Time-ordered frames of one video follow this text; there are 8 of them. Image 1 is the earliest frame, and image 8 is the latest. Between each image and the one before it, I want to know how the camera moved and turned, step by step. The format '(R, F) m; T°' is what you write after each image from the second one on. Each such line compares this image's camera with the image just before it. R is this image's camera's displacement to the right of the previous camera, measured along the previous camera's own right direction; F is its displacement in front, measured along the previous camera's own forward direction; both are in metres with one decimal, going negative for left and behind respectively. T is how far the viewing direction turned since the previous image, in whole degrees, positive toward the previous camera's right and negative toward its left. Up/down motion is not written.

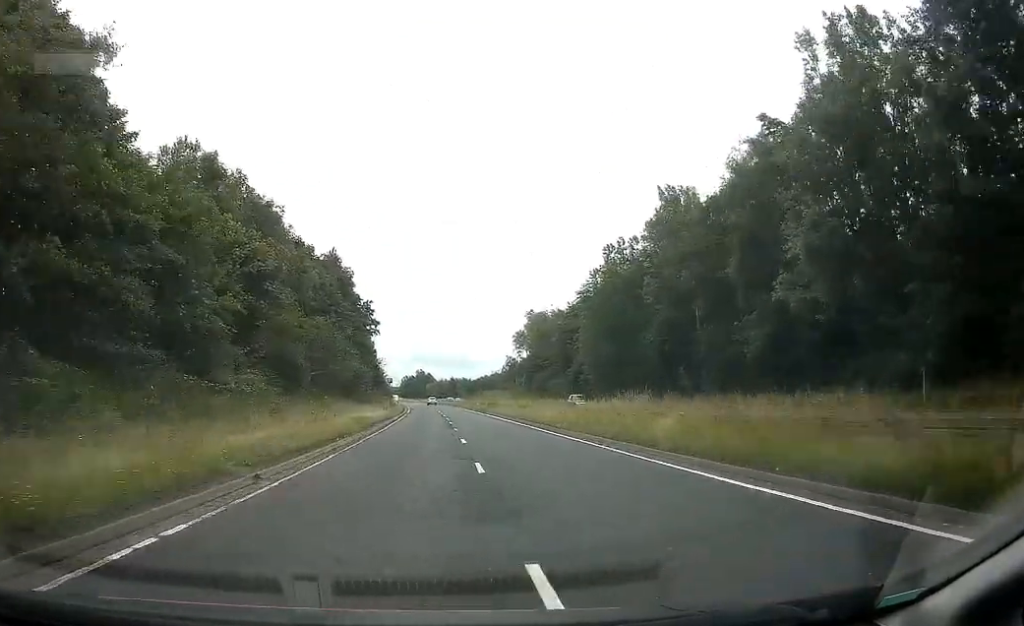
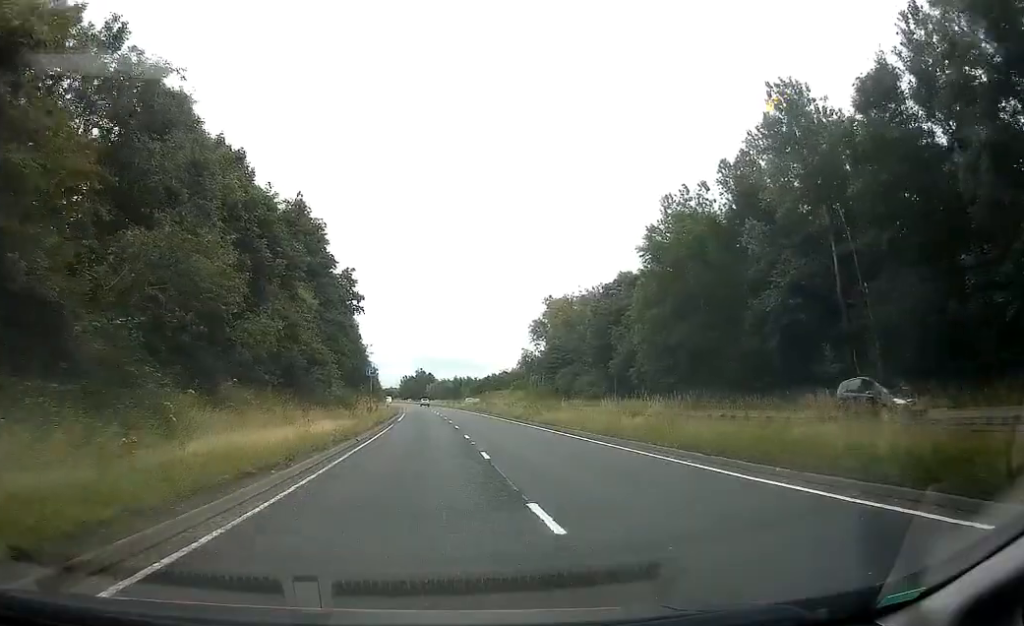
(-0.2, +22.6) m; 0°
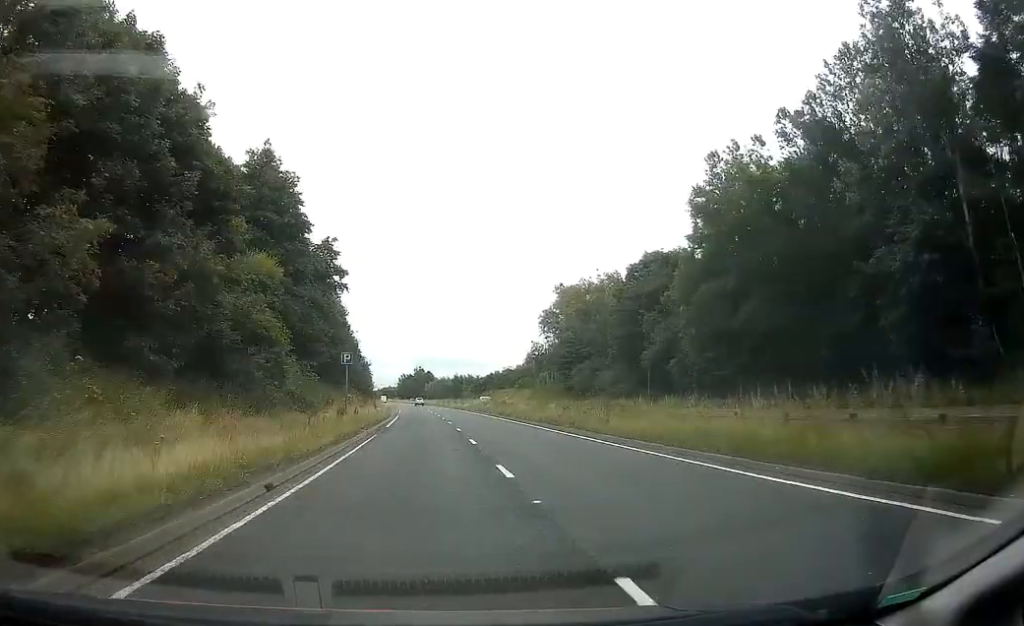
(0.0, +12.7) m; 0°
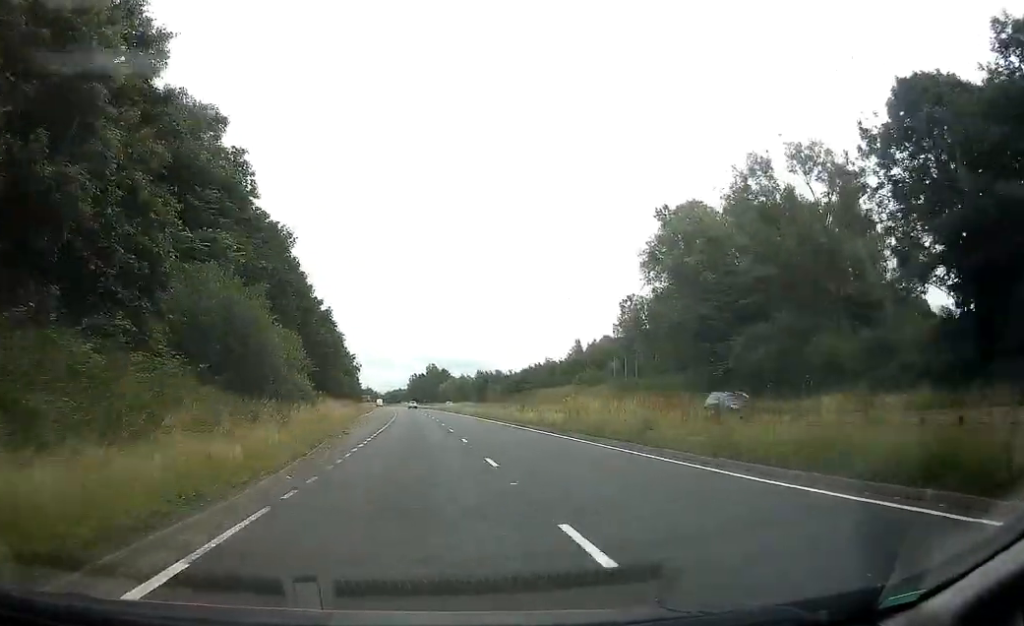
(0.0, +48.9) m; -1°
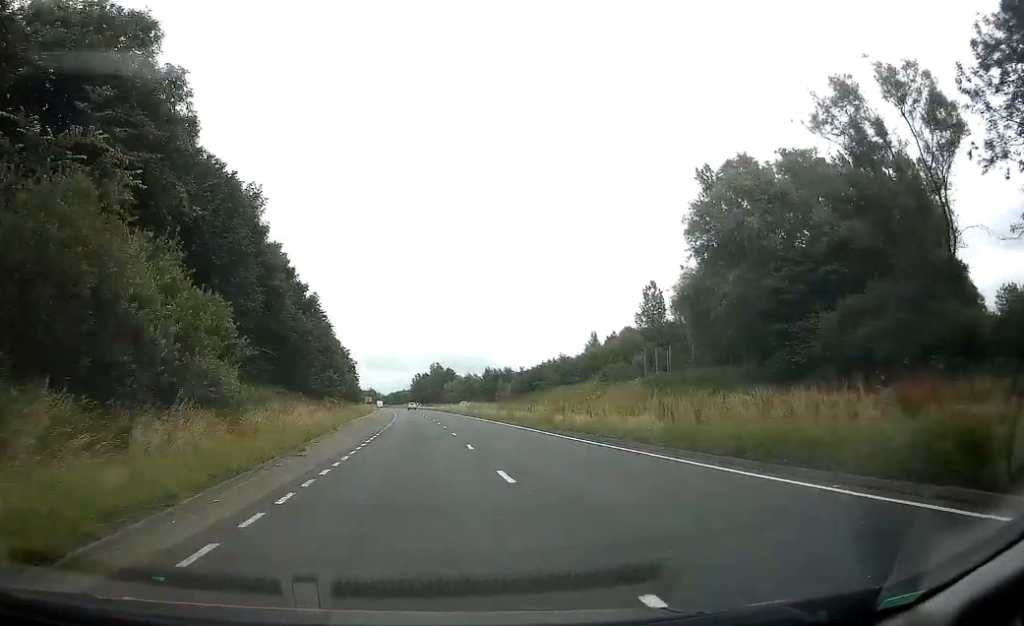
(+0.1, +11.8) m; 0°
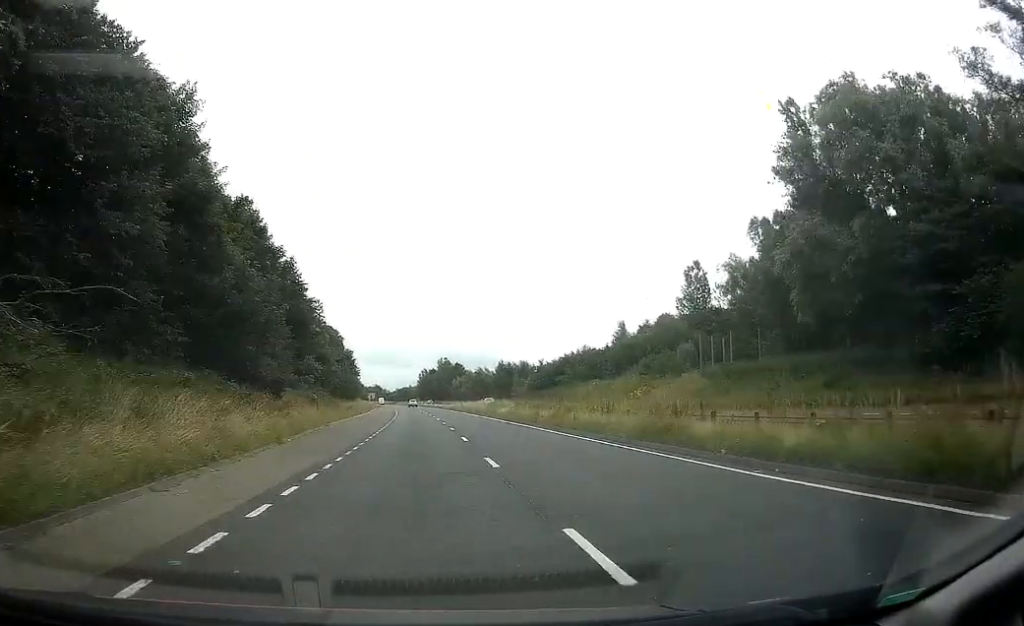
(-0.3, +15.5) m; -1°
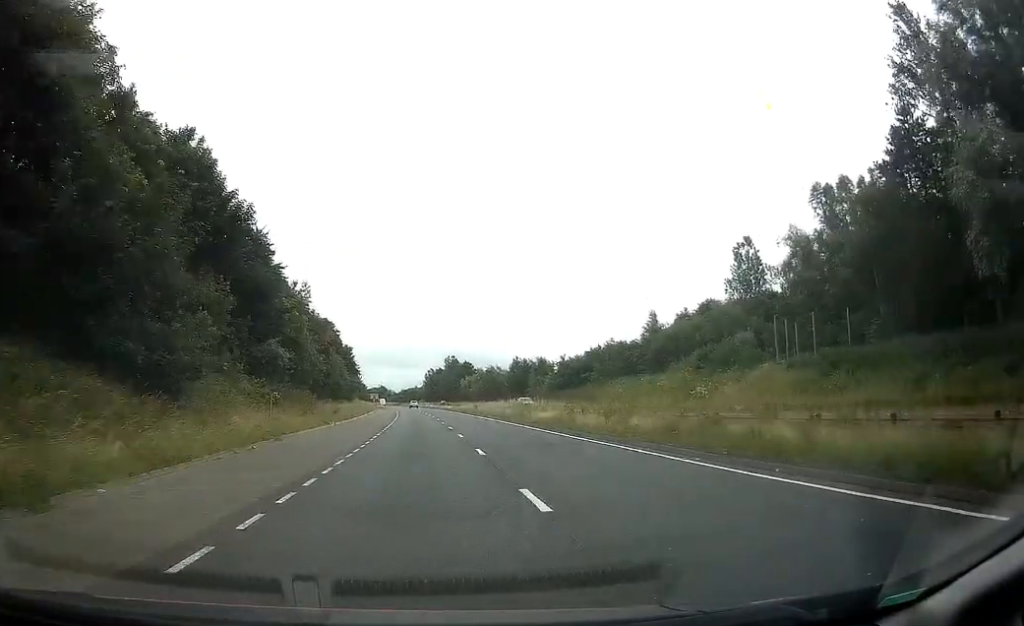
(-0.1, +14.5) m; 0°
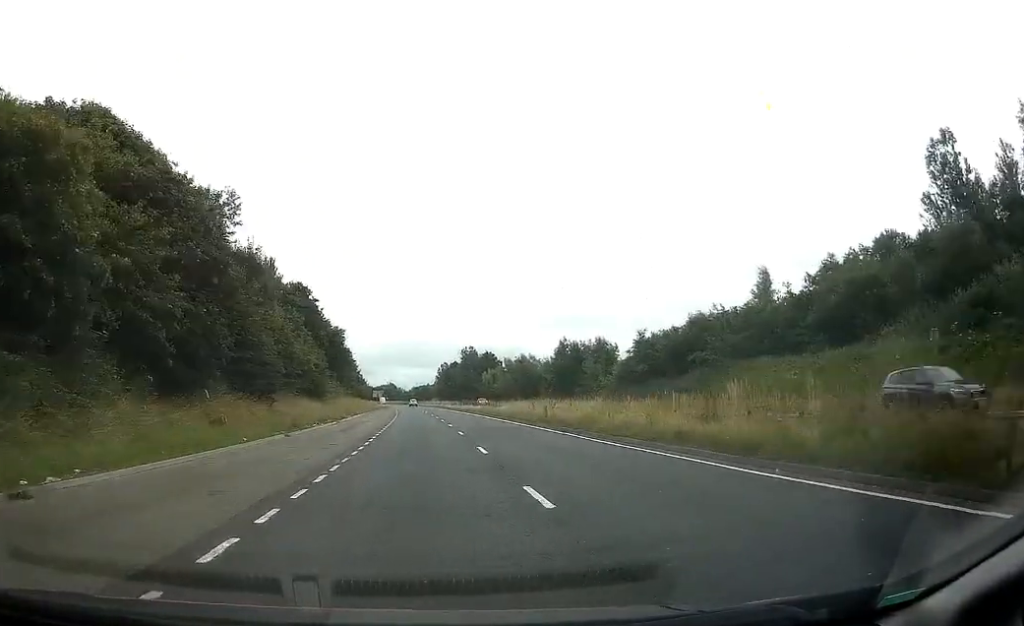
(-0.3, +34.5) m; -1°
